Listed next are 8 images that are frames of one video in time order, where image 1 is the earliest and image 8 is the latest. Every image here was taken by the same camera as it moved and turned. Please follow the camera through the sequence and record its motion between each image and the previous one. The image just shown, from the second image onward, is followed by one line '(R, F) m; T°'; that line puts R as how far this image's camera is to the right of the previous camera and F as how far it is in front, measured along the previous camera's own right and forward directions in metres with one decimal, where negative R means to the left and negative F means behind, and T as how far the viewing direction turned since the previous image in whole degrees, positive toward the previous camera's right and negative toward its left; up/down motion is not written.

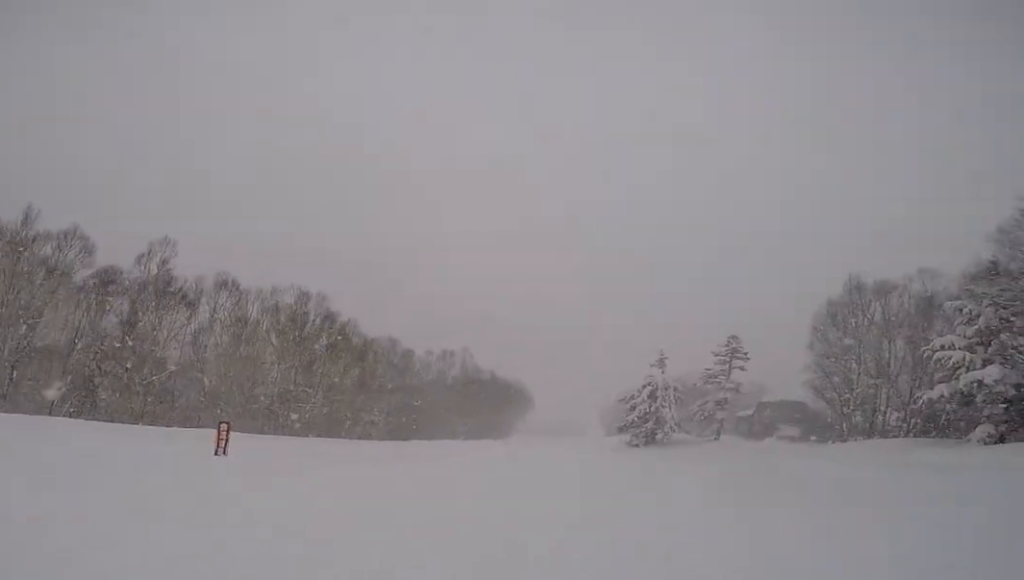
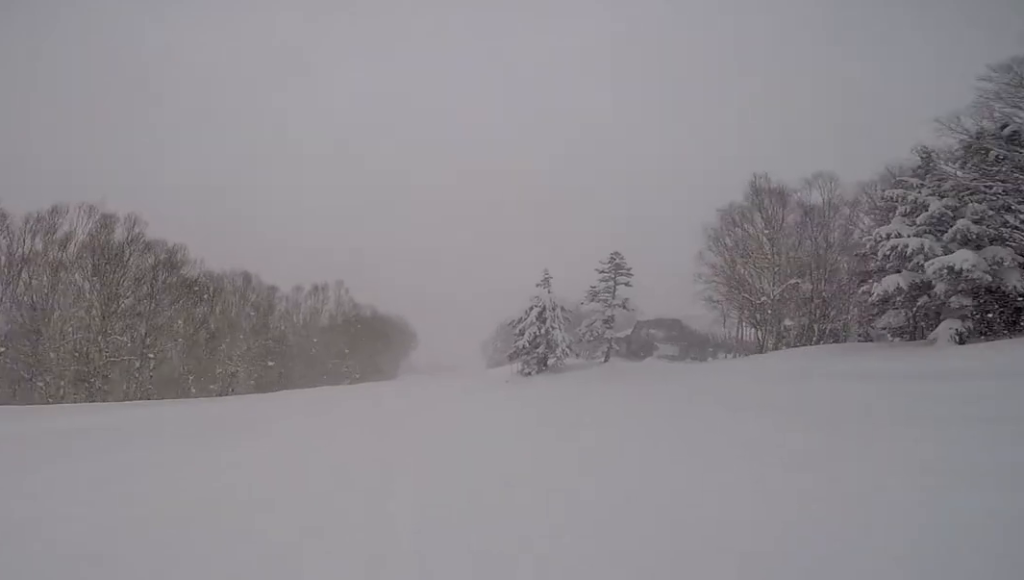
(+0.1, +7.2) m; 0°
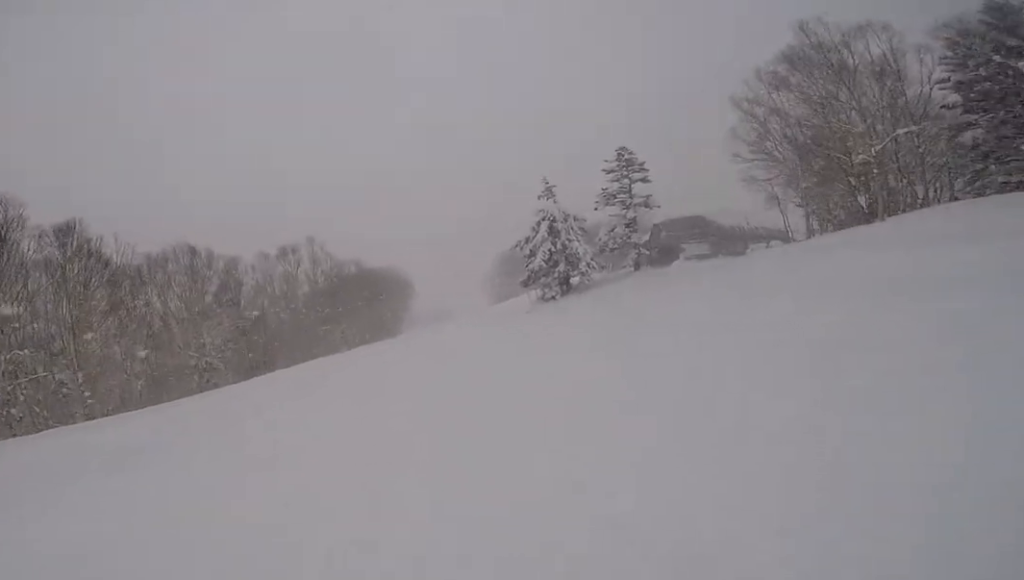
(-0.1, +7.2) m; -3°
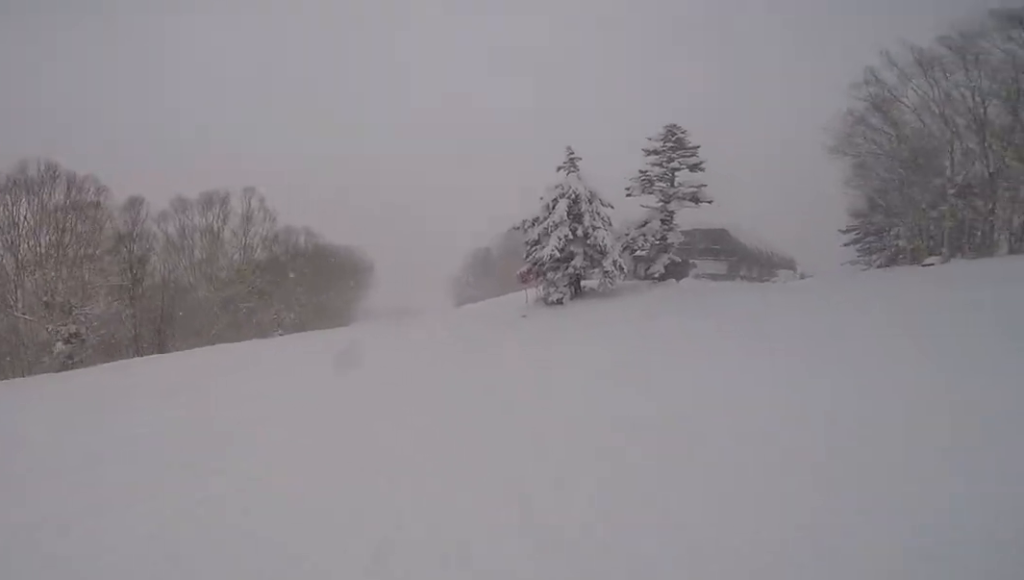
(-0.6, +10.4) m; -5°
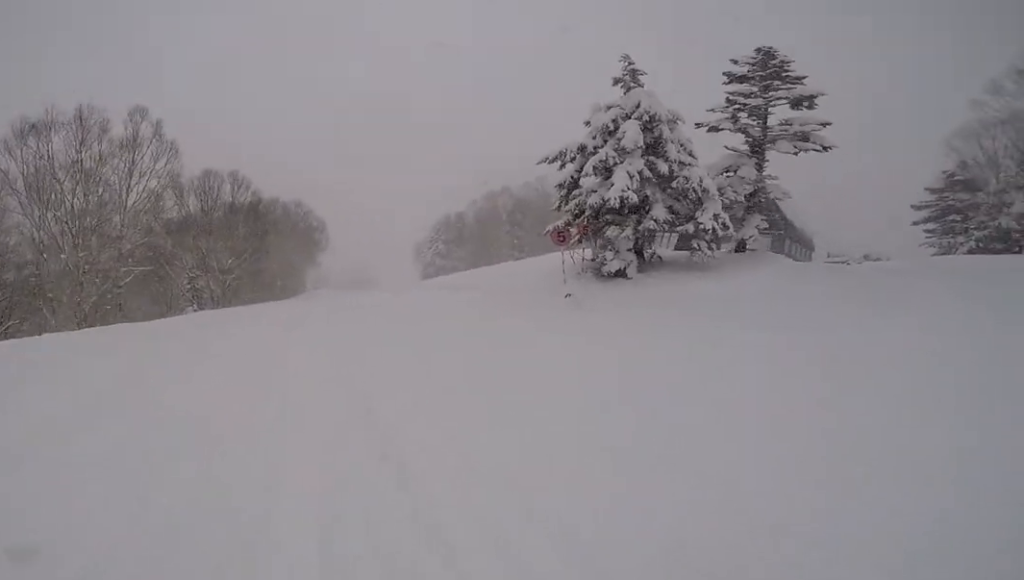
(+0.3, +11.3) m; +8°
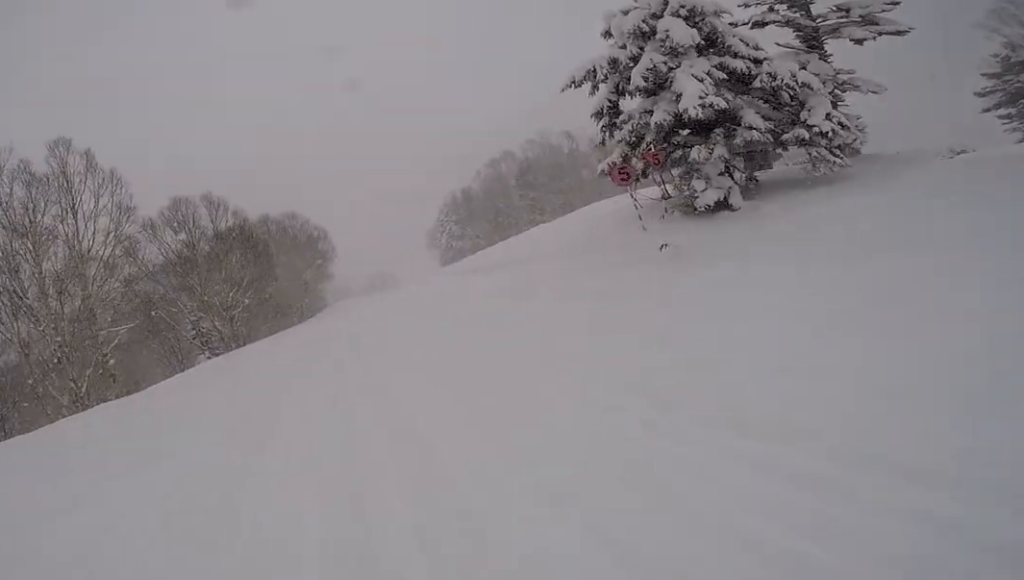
(+0.2, +4.9) m; 0°
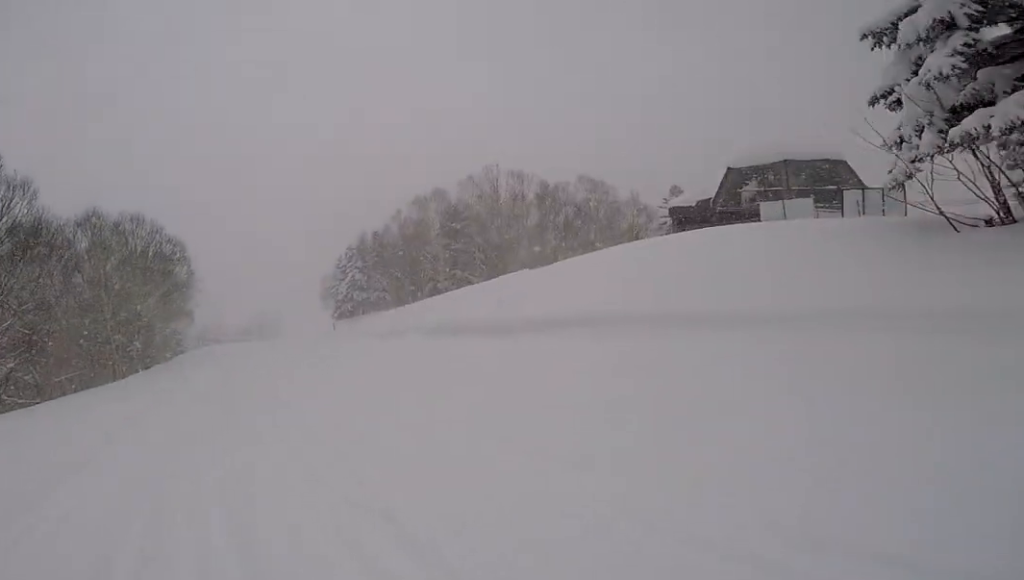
(-0.8, +13.2) m; 0°
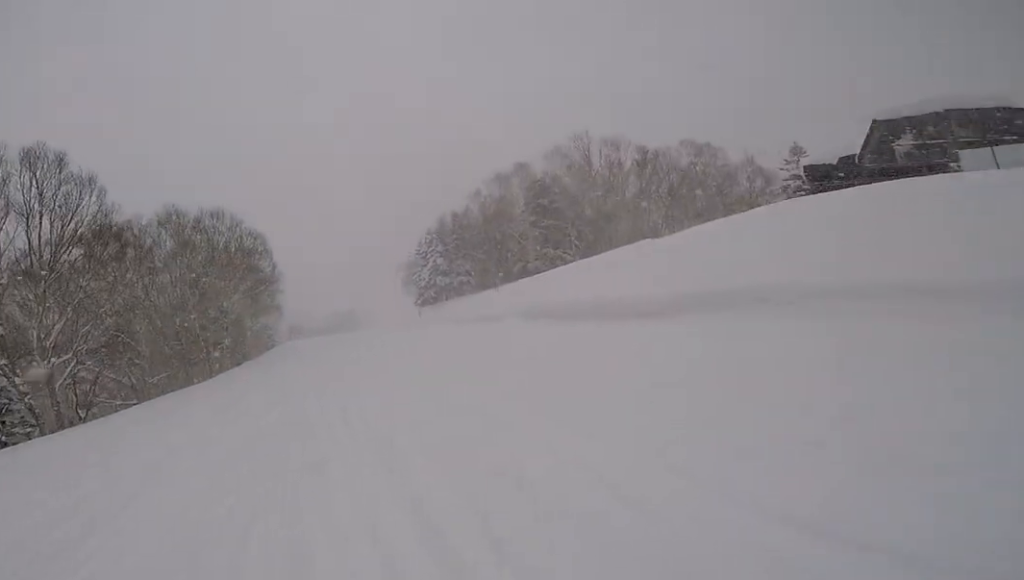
(+0.3, +2.7) m; +5°
